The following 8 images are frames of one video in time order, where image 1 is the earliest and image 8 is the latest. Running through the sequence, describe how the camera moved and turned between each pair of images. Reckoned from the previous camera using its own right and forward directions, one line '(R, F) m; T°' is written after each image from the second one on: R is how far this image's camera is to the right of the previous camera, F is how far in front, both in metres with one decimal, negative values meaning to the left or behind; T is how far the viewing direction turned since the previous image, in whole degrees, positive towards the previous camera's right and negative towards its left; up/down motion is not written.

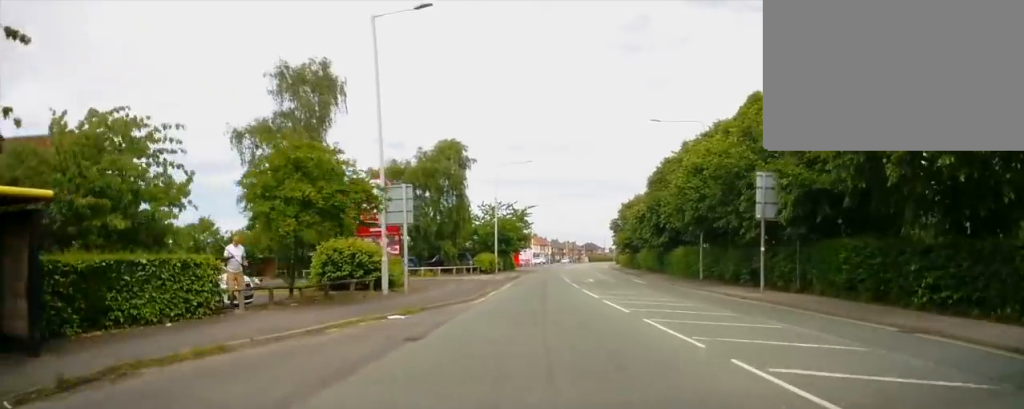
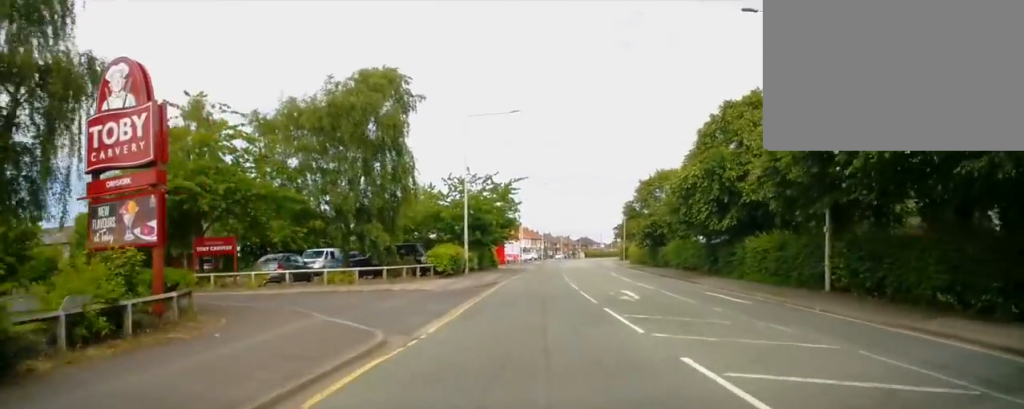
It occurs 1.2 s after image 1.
(0.0, +17.7) m; 0°
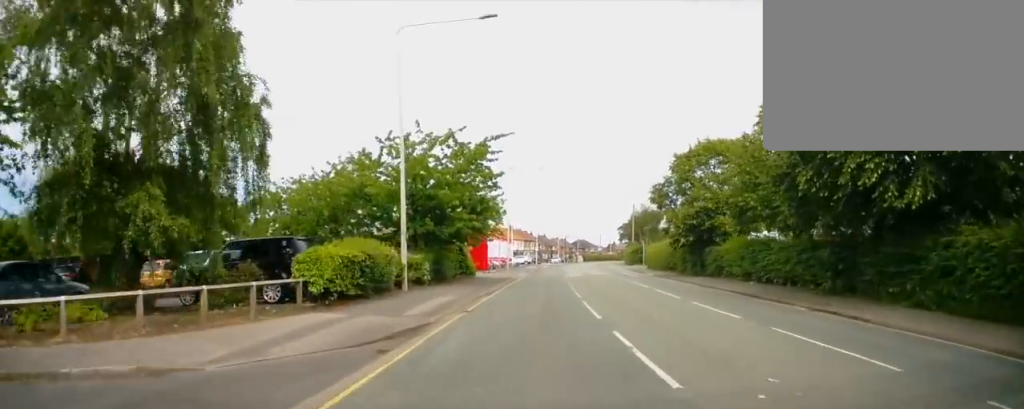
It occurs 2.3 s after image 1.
(+0.2, +15.9) m; +1°
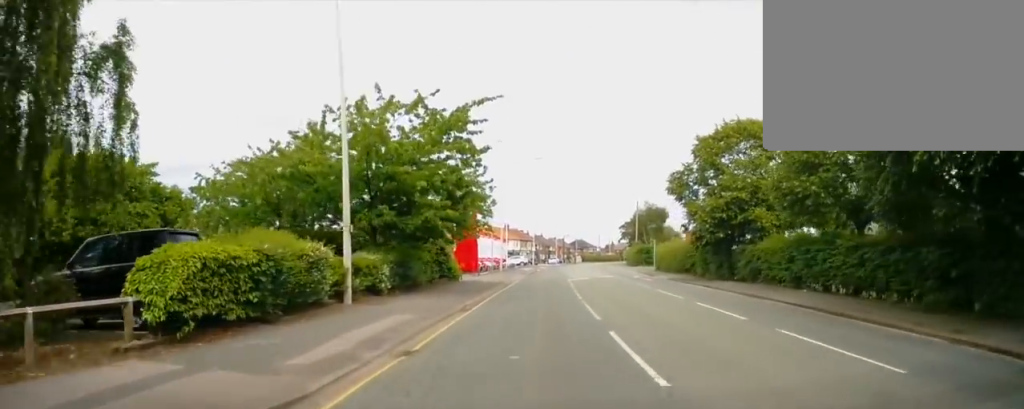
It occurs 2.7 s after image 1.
(0.0, +6.1) m; +1°
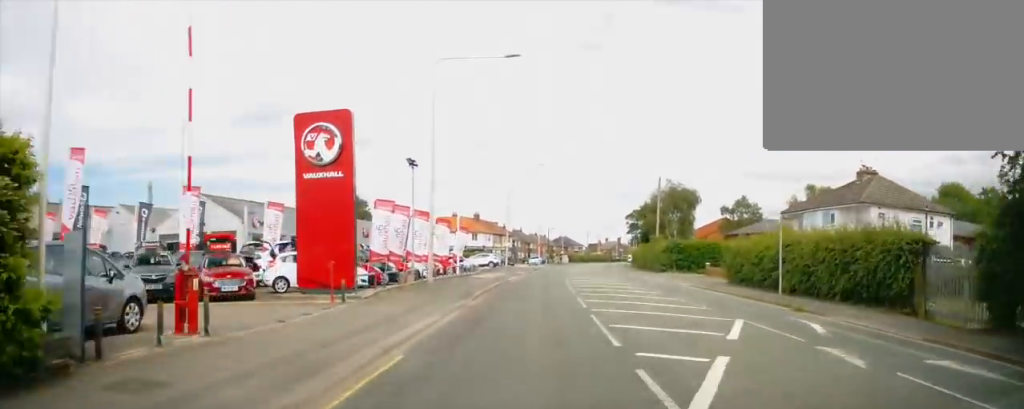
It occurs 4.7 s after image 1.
(+0.6, +27.6) m; +1°
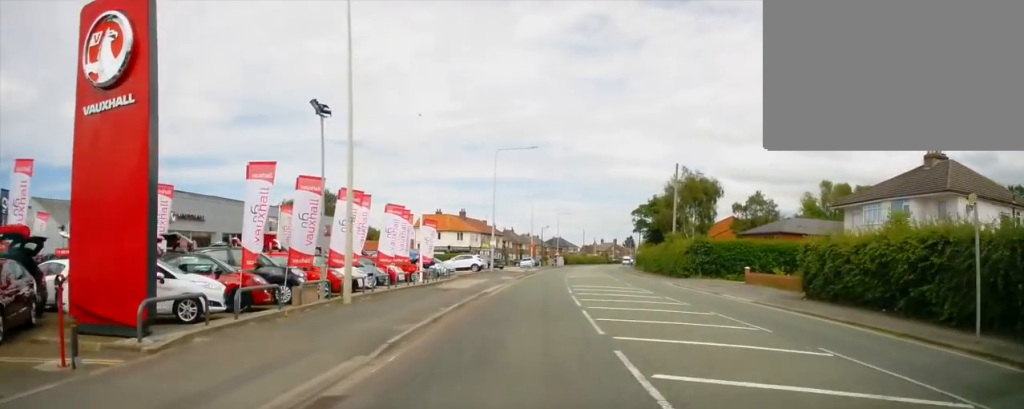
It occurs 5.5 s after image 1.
(-0.3, +10.5) m; 0°
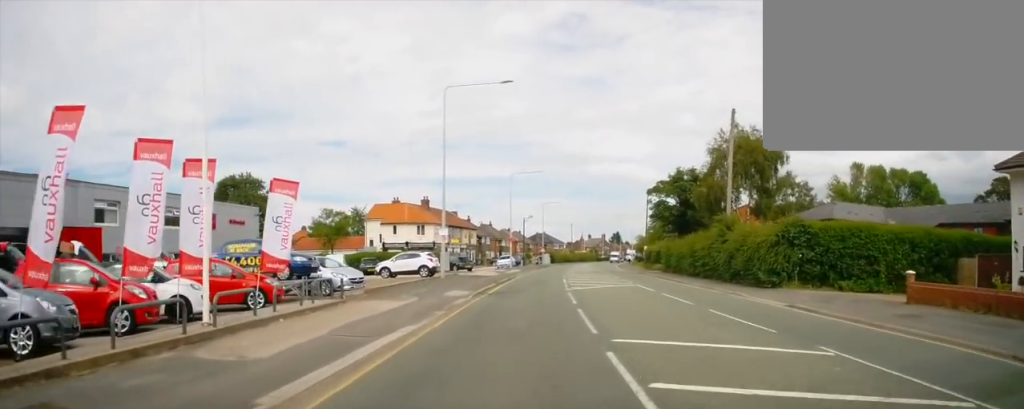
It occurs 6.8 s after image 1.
(+0.5, +18.6) m; +2°
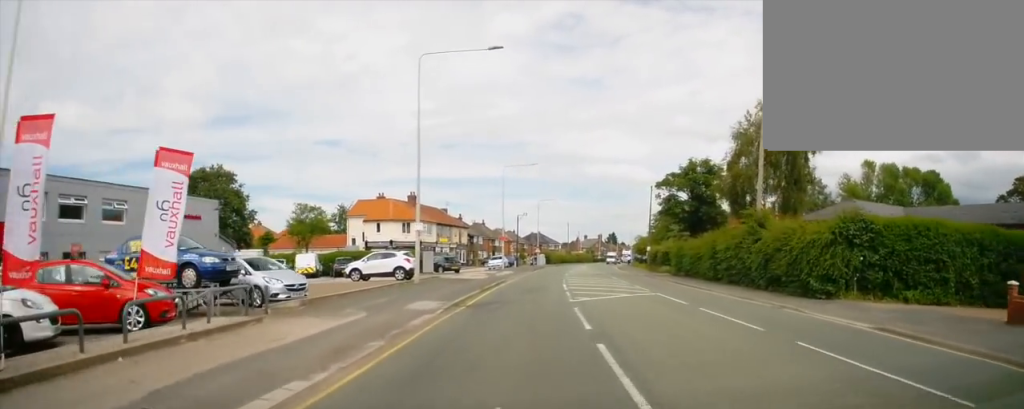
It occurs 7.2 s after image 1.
(0.0, +5.3) m; 0°
